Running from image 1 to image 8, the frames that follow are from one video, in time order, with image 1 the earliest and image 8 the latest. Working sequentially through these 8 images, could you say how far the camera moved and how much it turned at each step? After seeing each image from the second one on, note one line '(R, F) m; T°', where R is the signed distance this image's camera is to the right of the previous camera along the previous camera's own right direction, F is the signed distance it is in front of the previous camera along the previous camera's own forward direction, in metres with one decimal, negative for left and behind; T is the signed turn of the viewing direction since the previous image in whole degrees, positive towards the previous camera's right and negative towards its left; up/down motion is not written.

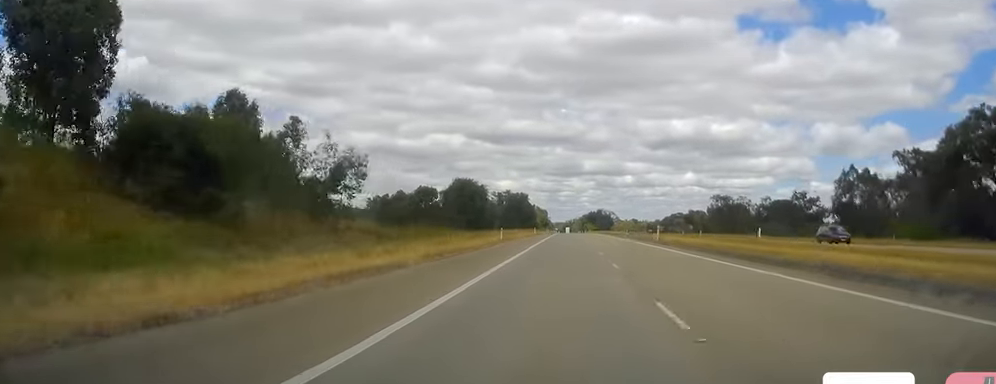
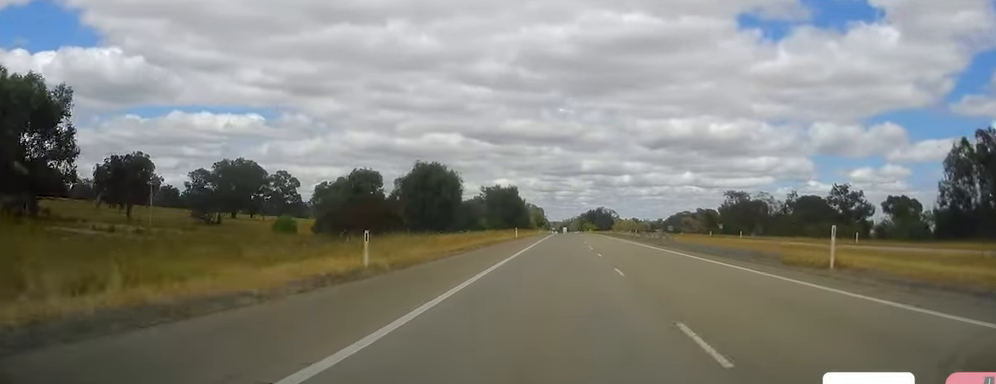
(-0.3, +38.6) m; 0°
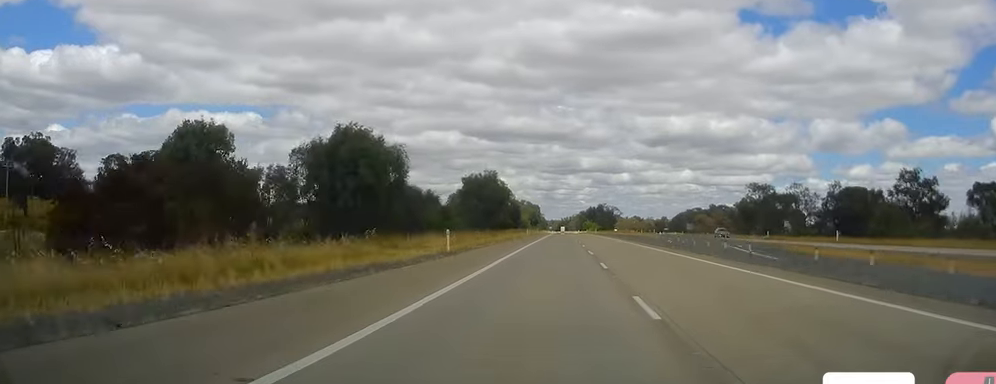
(+0.6, +44.3) m; +1°
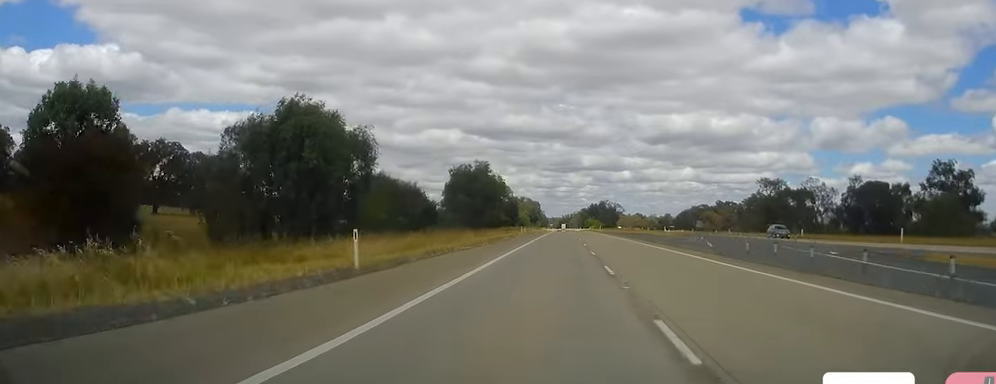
(+0.2, +15.4) m; 0°
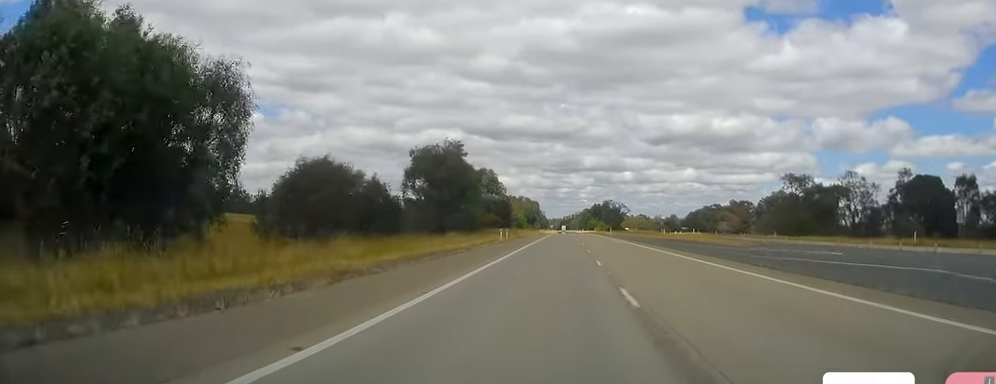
(-0.4, +30.7) m; 0°
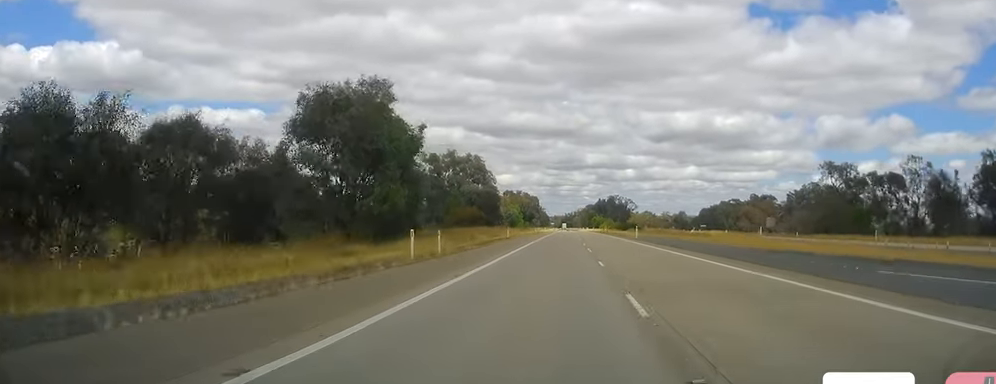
(+0.3, +37.4) m; 0°
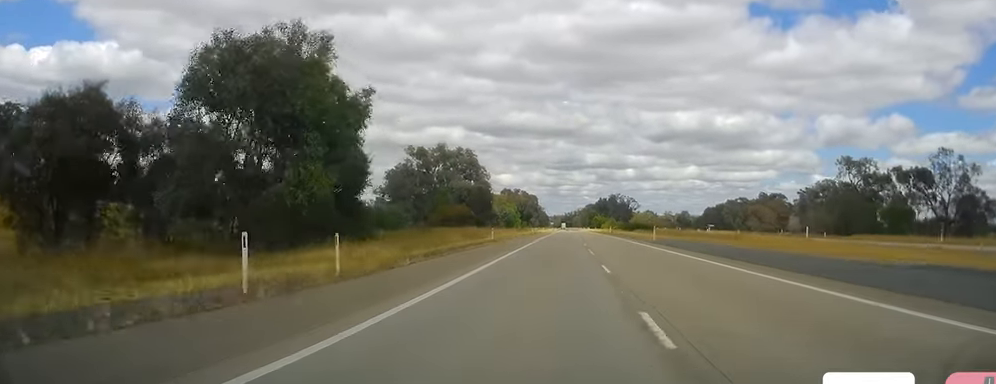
(-0.1, +14.4) m; 0°
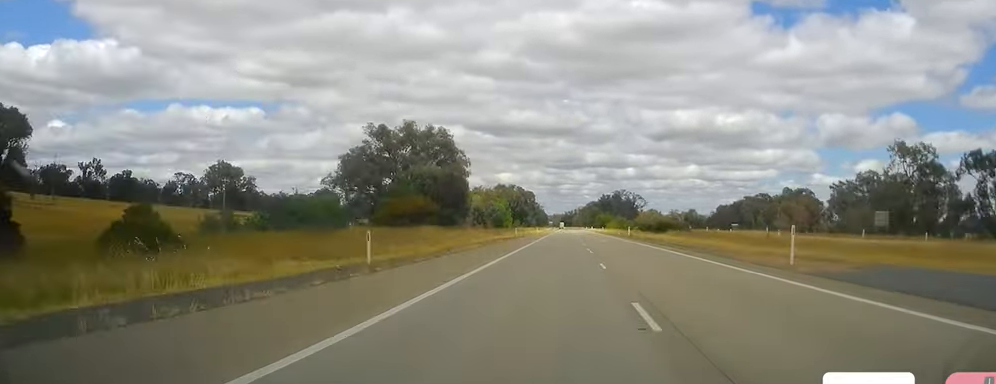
(+0.1, +34.7) m; +1°
